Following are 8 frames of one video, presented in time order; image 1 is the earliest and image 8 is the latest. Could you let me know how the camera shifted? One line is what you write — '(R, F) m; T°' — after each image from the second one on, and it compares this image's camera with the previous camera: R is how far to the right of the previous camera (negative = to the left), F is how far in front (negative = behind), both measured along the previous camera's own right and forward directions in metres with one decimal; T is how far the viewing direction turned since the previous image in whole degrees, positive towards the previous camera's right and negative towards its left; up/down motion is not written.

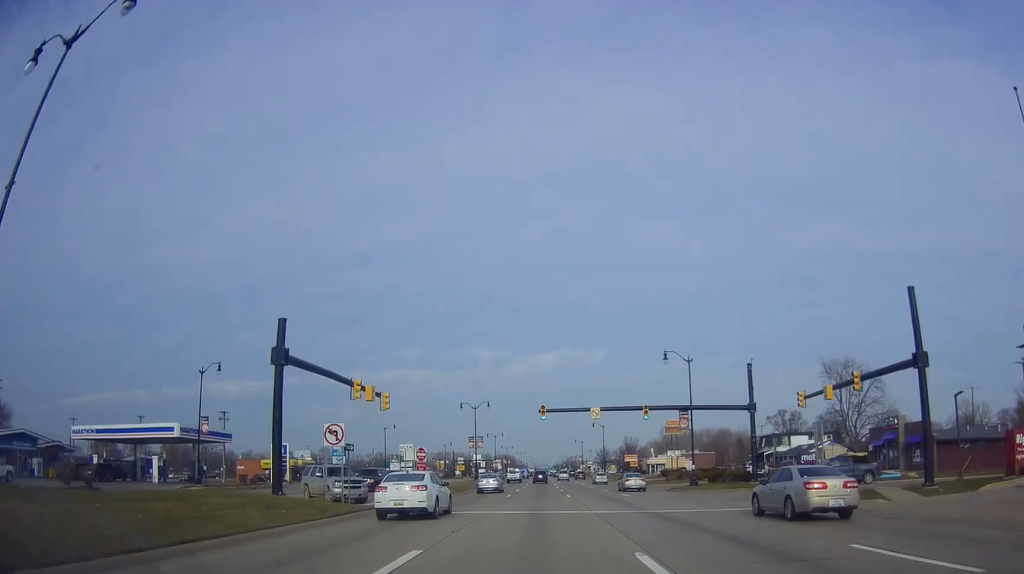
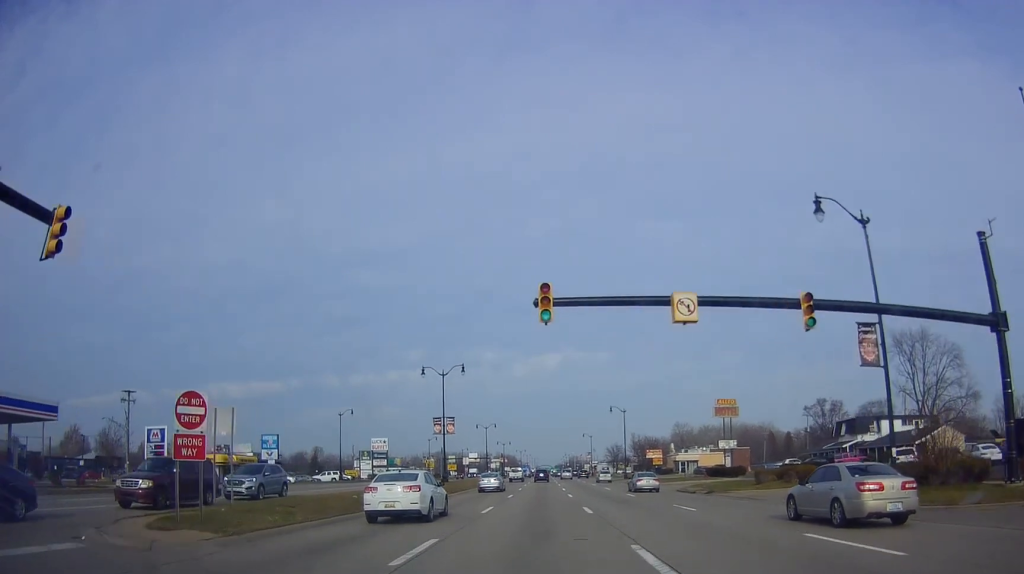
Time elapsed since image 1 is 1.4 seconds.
(+0.1, +30.3) m; -1°
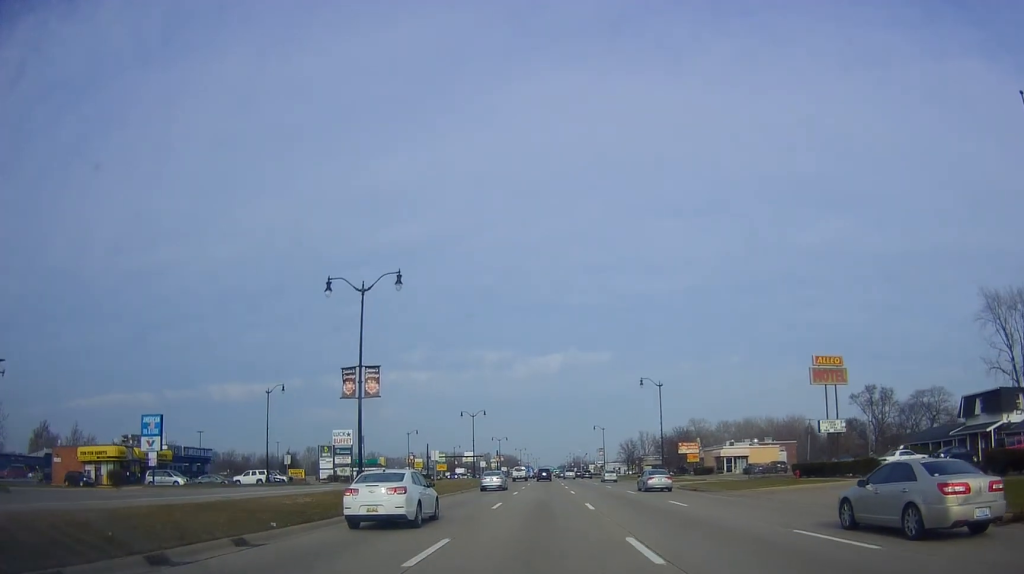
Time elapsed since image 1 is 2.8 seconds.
(-0.3, +28.2) m; 0°
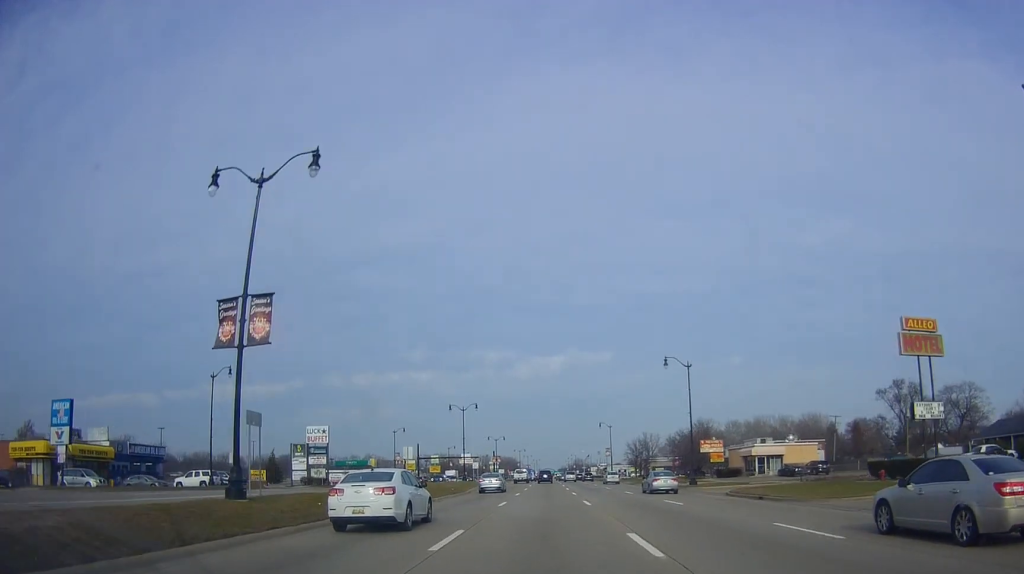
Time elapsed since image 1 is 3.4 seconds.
(+0.3, +13.5) m; 0°
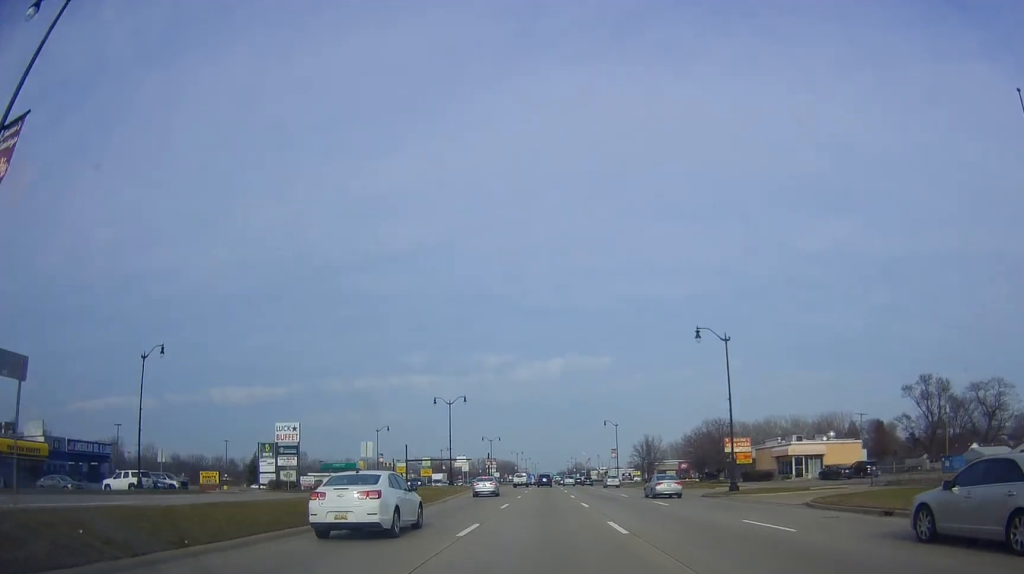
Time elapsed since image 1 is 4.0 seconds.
(-0.5, +12.1) m; 0°
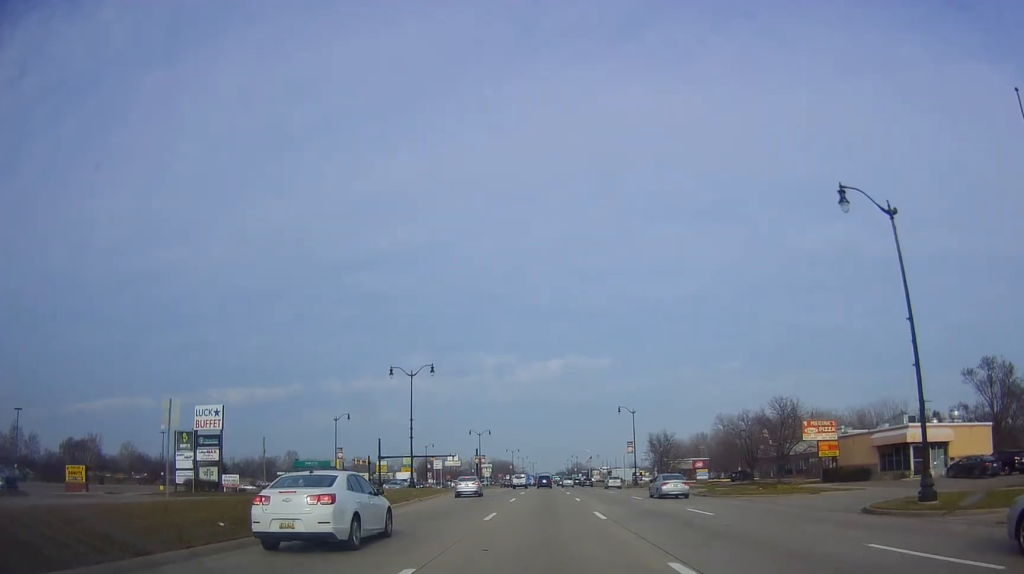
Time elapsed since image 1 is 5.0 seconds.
(+0.4, +22.9) m; +2°
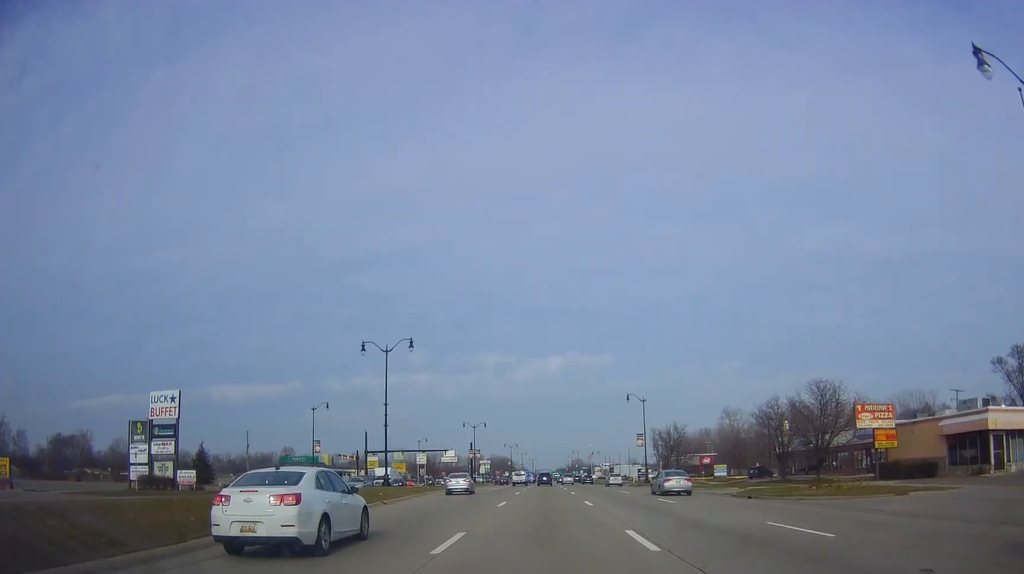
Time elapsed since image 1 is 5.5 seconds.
(+0.1, +9.3) m; 0°
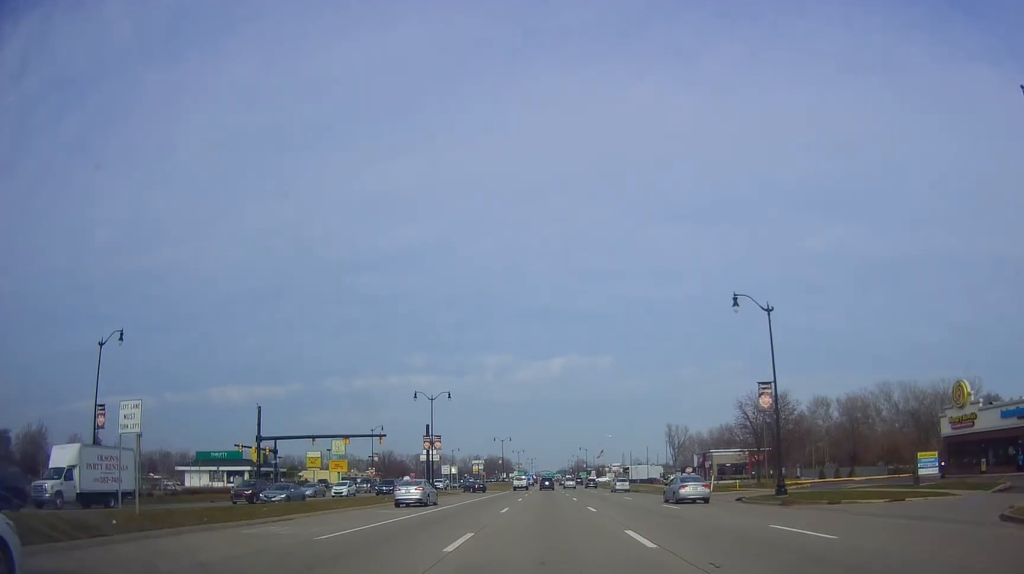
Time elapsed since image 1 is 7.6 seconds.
(-0.7, +45.1) m; -1°
